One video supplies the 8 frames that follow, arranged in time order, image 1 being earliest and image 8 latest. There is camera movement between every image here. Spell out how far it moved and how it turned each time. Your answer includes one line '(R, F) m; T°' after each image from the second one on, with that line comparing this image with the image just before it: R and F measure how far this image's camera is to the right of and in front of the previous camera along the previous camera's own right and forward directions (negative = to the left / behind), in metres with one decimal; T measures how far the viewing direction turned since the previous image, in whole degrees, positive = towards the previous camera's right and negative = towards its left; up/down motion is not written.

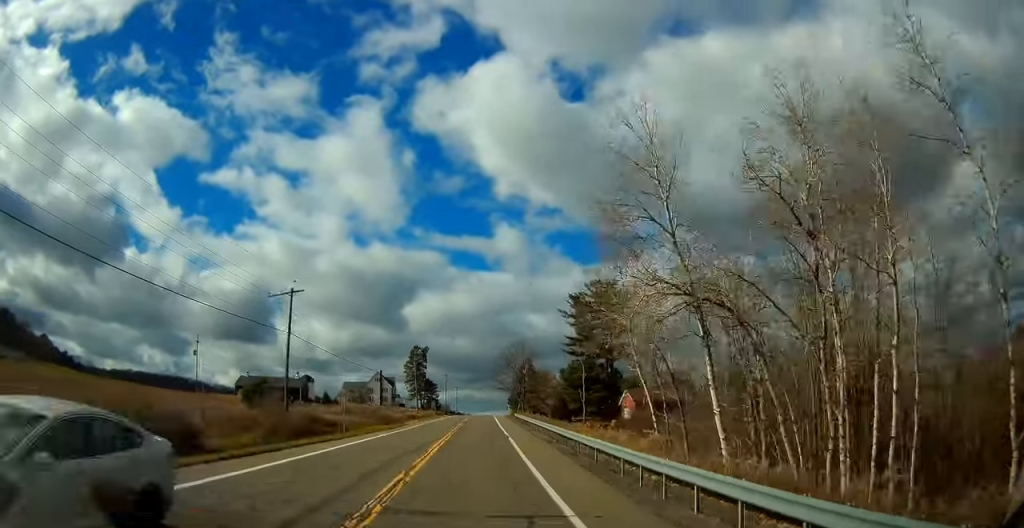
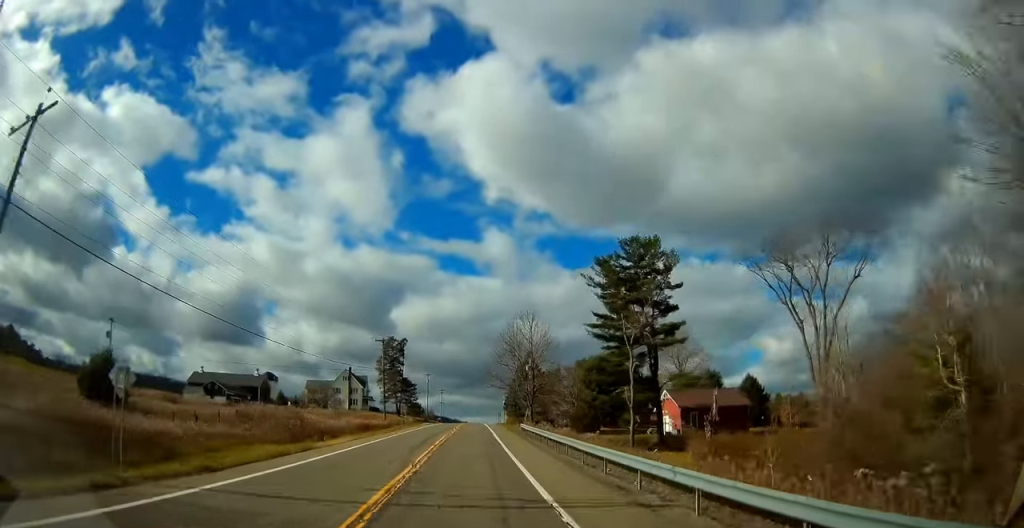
(+0.5, +28.3) m; +2°
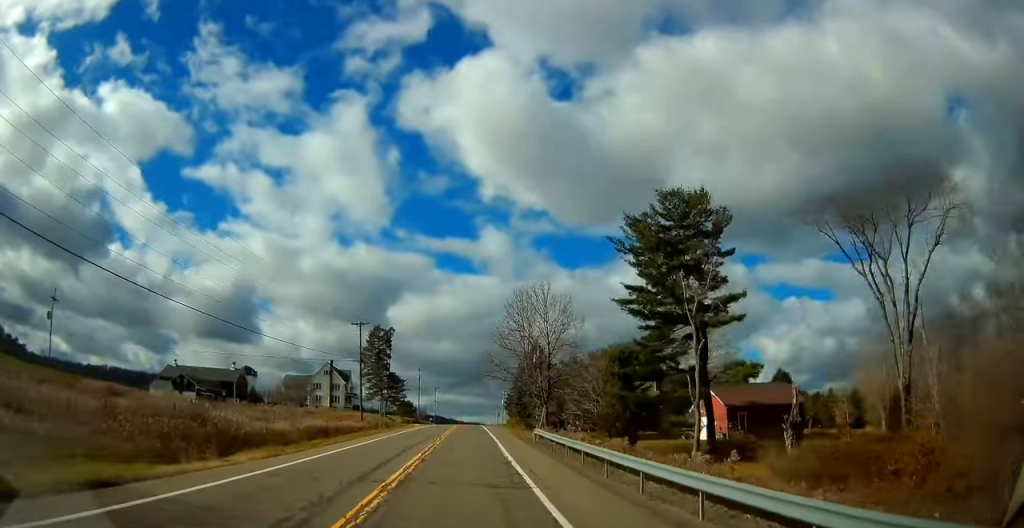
(+0.1, +15.5) m; +1°
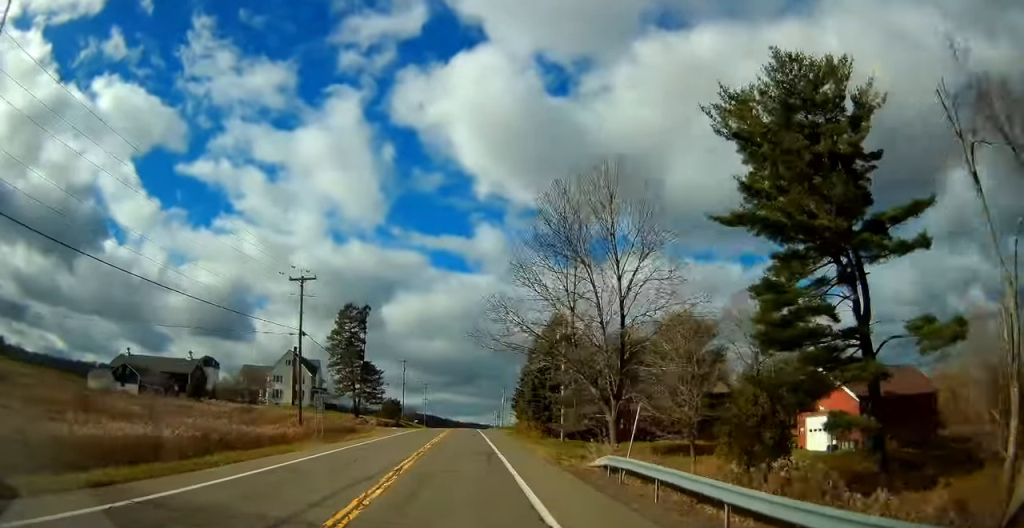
(+0.4, +24.0) m; +1°
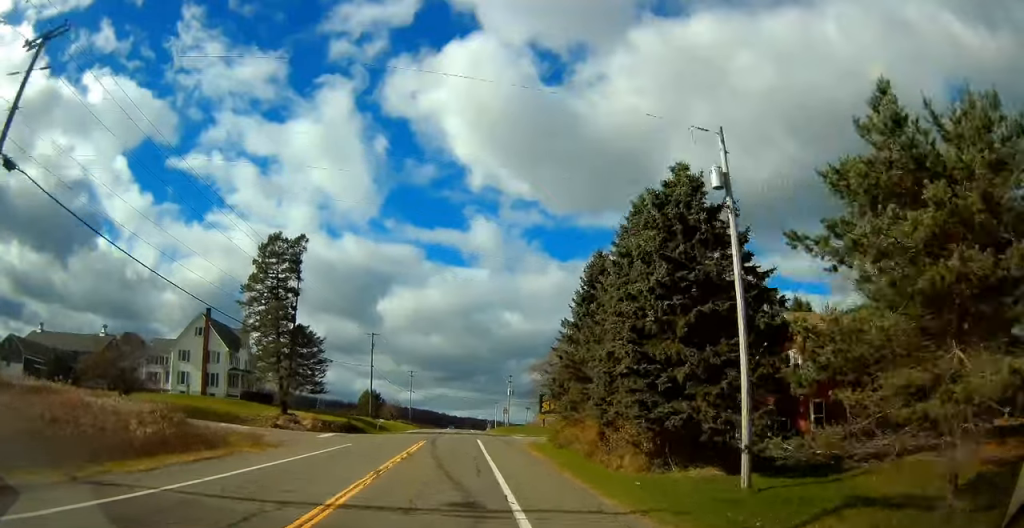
(+0.1, +35.2) m; 0°
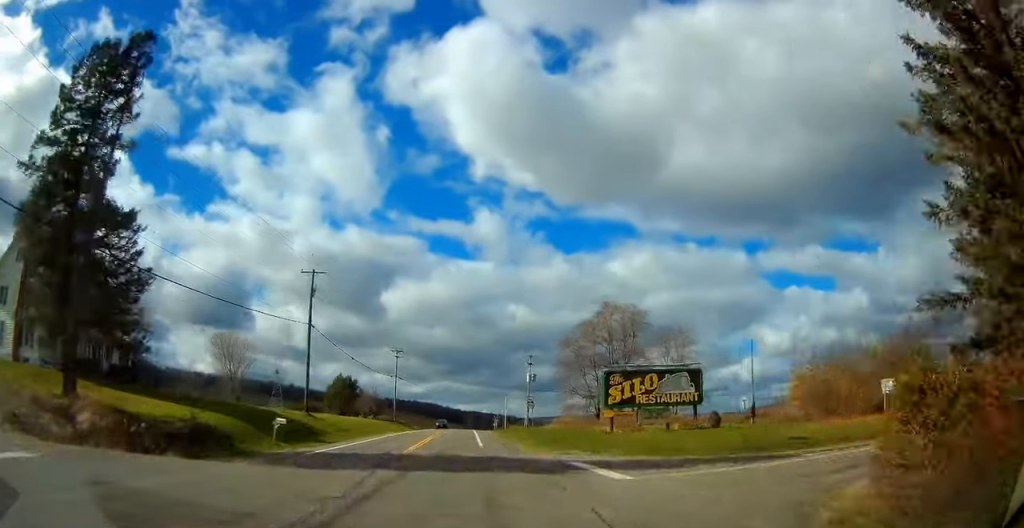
(-0.1, +34.5) m; 0°
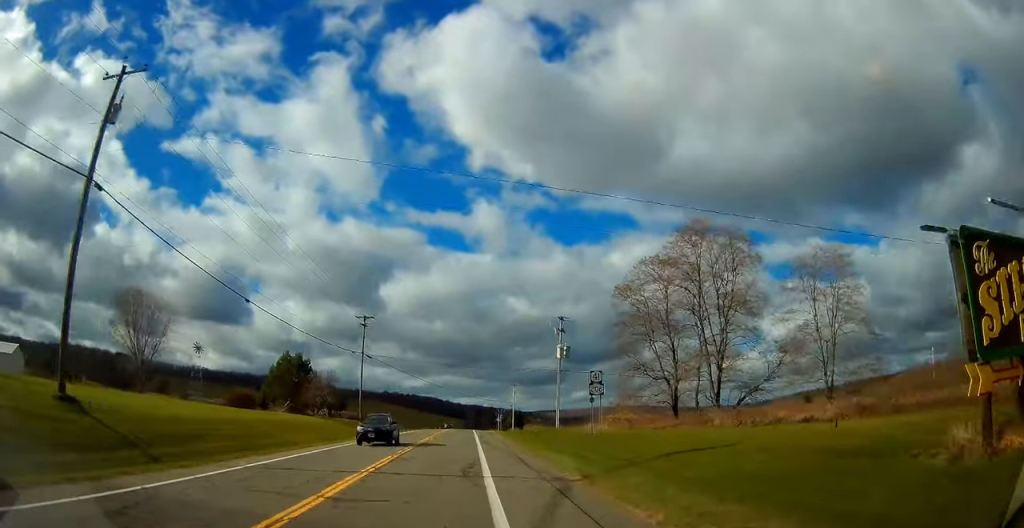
(+0.1, +32.0) m; 0°
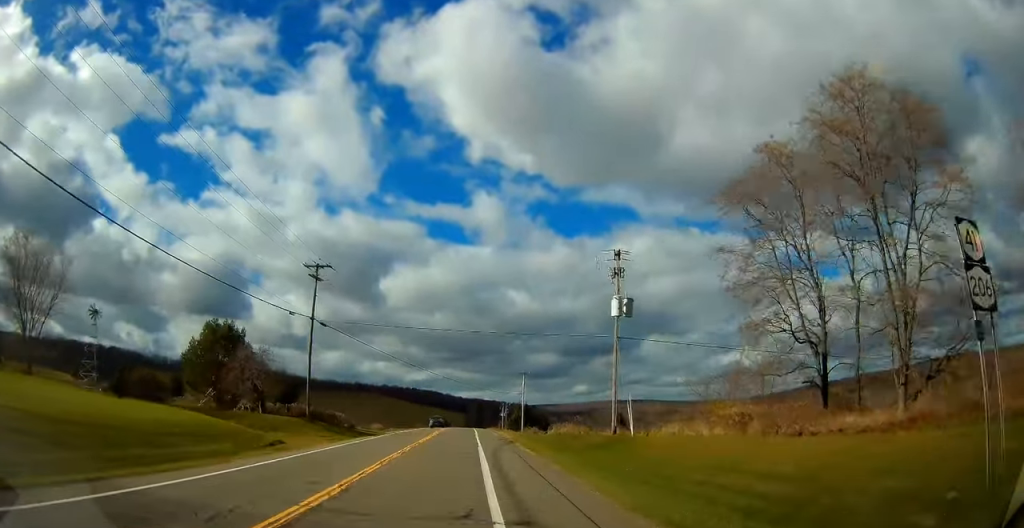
(-0.1, +23.6) m; -1°
